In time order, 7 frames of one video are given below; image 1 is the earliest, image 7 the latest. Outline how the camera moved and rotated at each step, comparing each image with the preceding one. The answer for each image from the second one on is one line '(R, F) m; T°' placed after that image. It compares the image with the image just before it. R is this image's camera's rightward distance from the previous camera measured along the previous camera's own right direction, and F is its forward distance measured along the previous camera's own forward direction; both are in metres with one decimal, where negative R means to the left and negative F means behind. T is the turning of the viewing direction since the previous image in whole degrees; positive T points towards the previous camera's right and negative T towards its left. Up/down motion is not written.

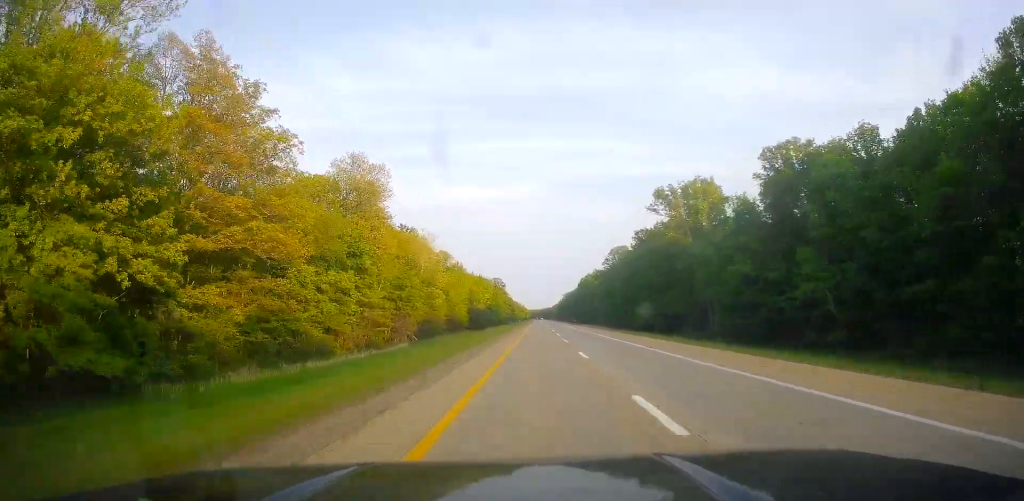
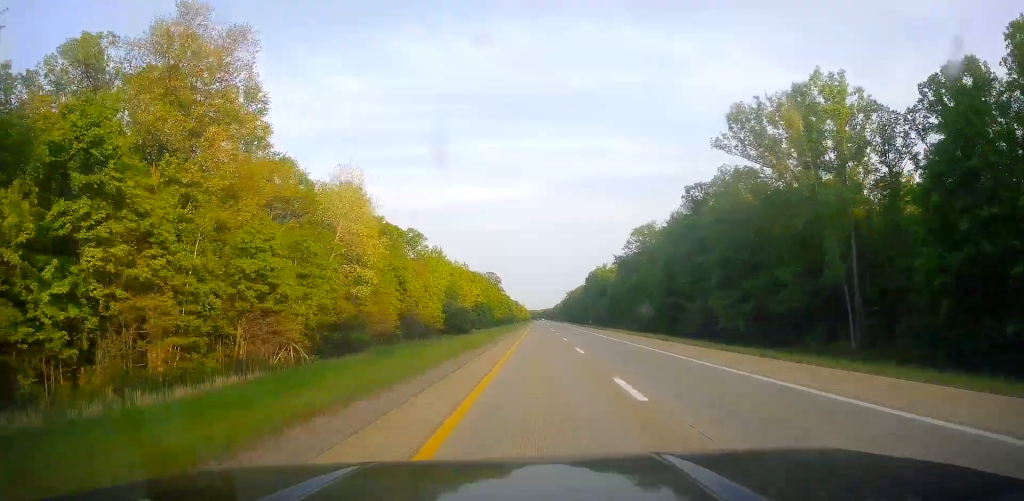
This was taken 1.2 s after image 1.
(+0.1, +42.0) m; 0°
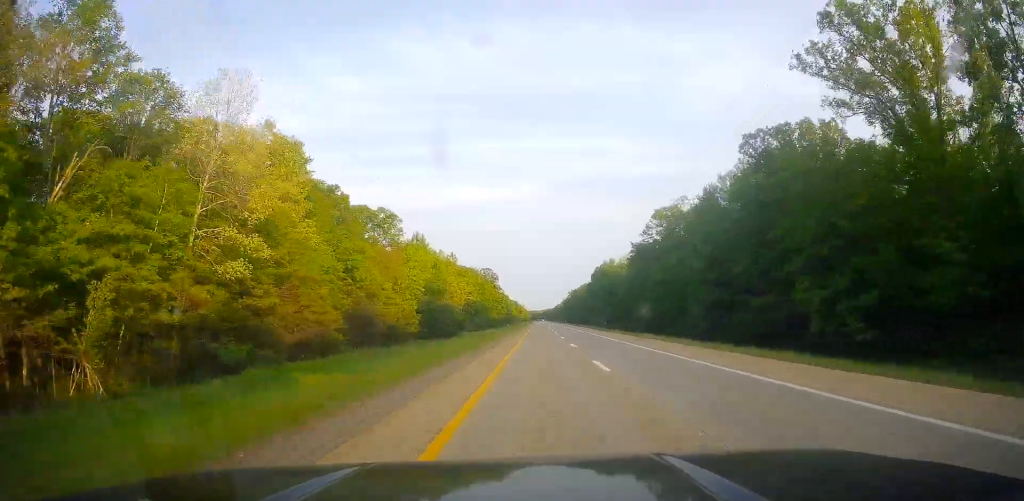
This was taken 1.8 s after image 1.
(-0.1, +24.0) m; 0°
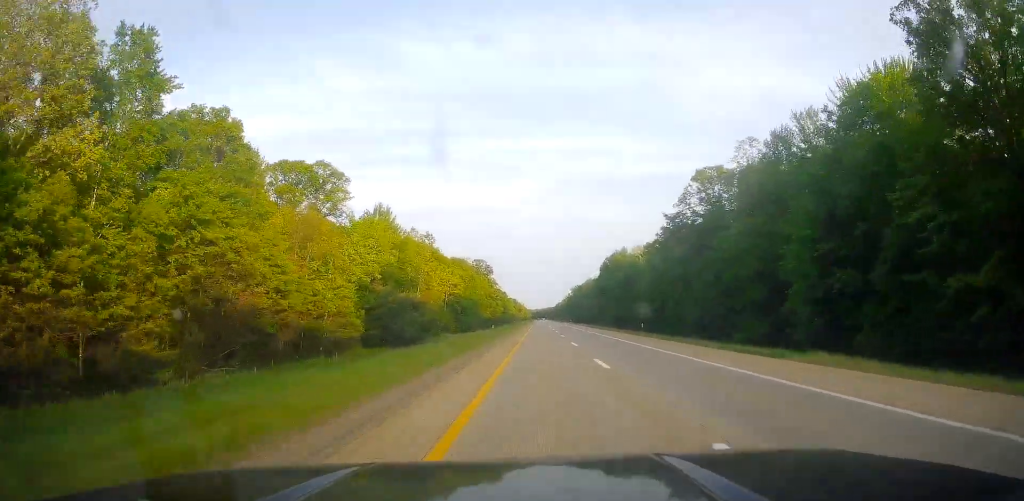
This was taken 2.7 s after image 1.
(+0.3, +30.0) m; 0°
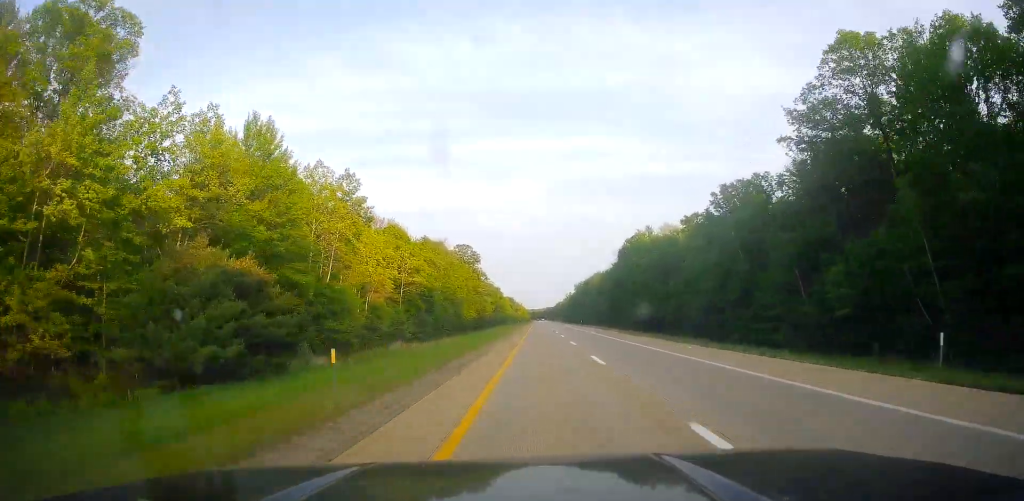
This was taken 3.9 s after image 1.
(-0.4, +44.4) m; 0°
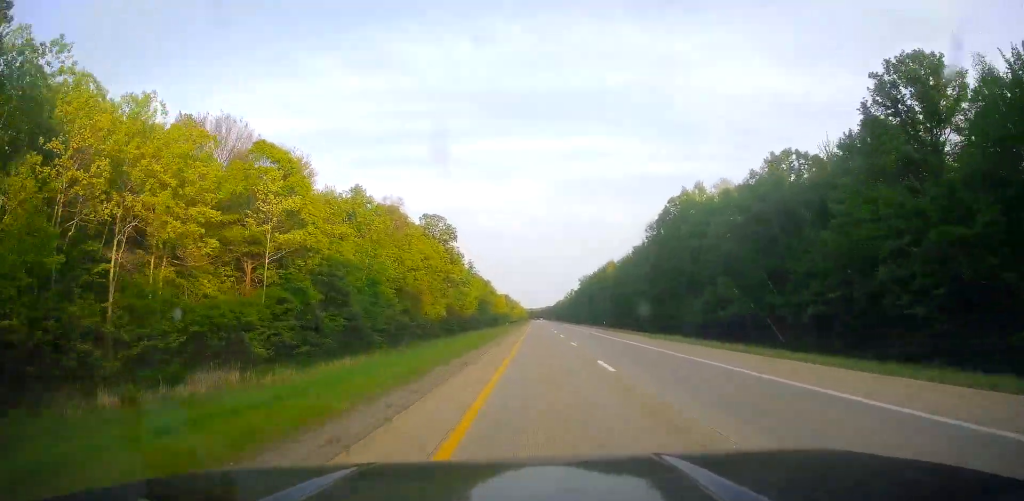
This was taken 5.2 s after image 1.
(+0.3, +48.0) m; 0°
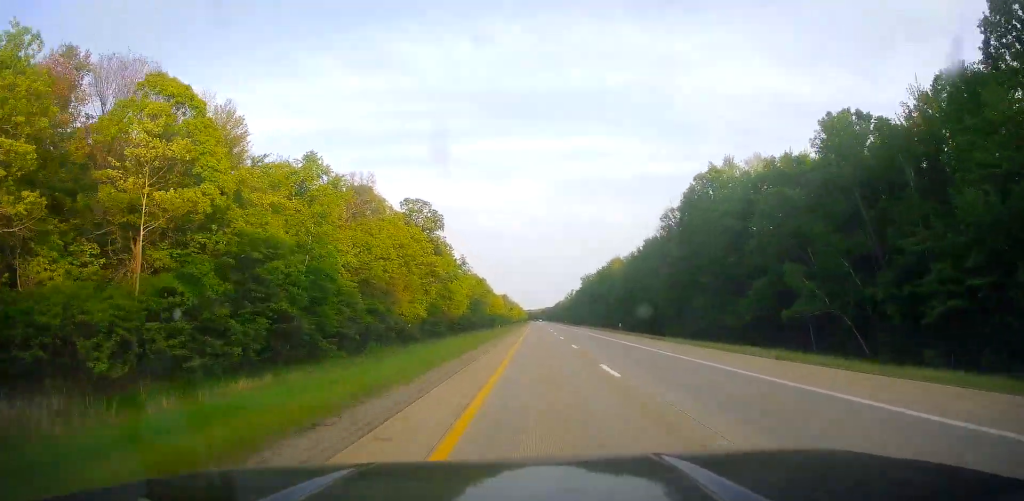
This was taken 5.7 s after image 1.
(+0.2, +16.9) m; 0°
